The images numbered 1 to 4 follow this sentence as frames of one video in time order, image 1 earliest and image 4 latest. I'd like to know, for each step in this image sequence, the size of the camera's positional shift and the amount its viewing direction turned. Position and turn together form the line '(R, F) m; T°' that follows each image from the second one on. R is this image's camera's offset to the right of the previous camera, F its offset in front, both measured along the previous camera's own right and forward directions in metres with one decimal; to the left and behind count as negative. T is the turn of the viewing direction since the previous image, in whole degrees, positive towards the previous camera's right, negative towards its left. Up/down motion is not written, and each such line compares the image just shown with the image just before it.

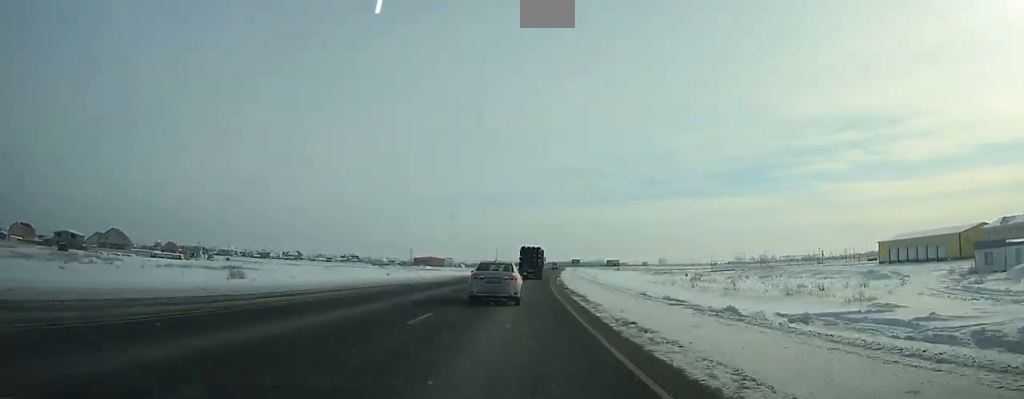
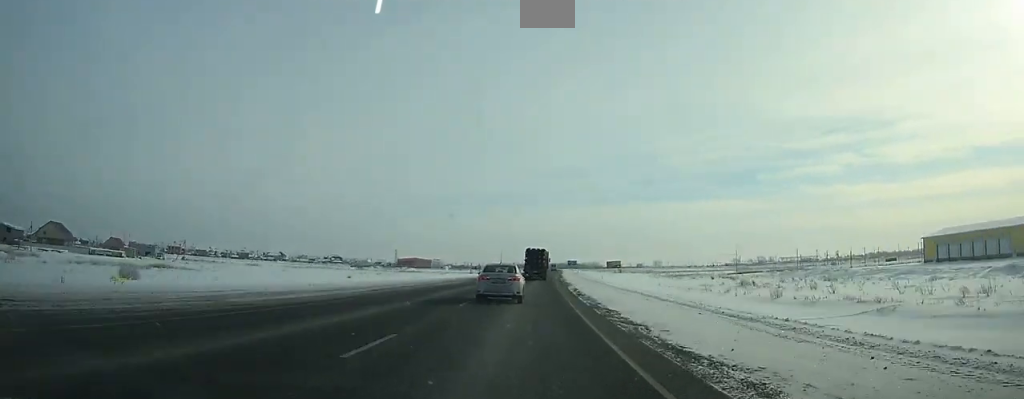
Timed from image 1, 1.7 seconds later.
(+0.2, +29.5) m; +1°
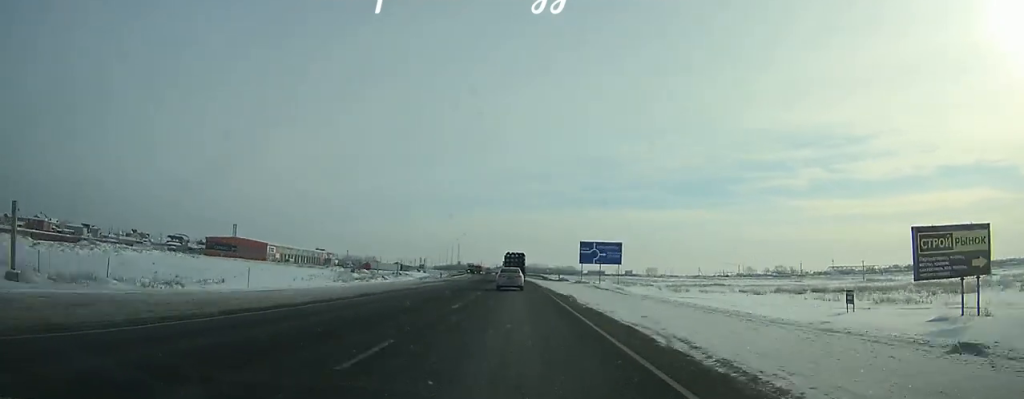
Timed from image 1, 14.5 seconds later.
(+5.5, +231.9) m; 0°
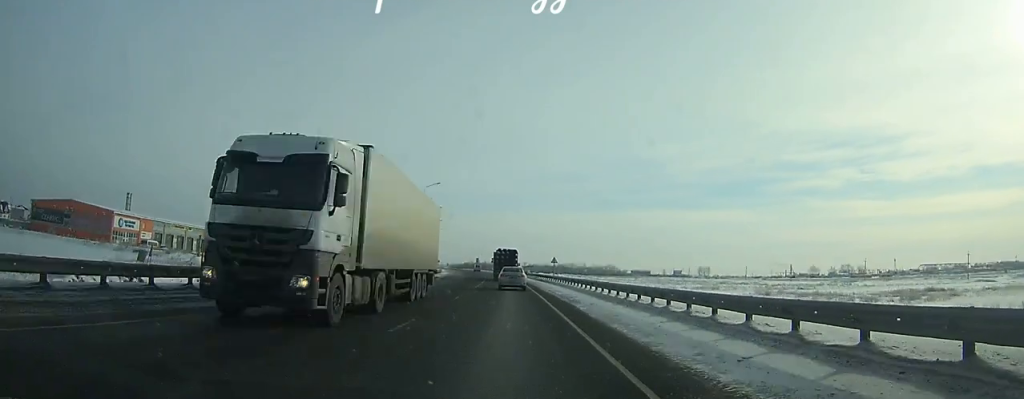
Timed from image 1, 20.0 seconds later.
(-2.8, +103.6) m; -4°
